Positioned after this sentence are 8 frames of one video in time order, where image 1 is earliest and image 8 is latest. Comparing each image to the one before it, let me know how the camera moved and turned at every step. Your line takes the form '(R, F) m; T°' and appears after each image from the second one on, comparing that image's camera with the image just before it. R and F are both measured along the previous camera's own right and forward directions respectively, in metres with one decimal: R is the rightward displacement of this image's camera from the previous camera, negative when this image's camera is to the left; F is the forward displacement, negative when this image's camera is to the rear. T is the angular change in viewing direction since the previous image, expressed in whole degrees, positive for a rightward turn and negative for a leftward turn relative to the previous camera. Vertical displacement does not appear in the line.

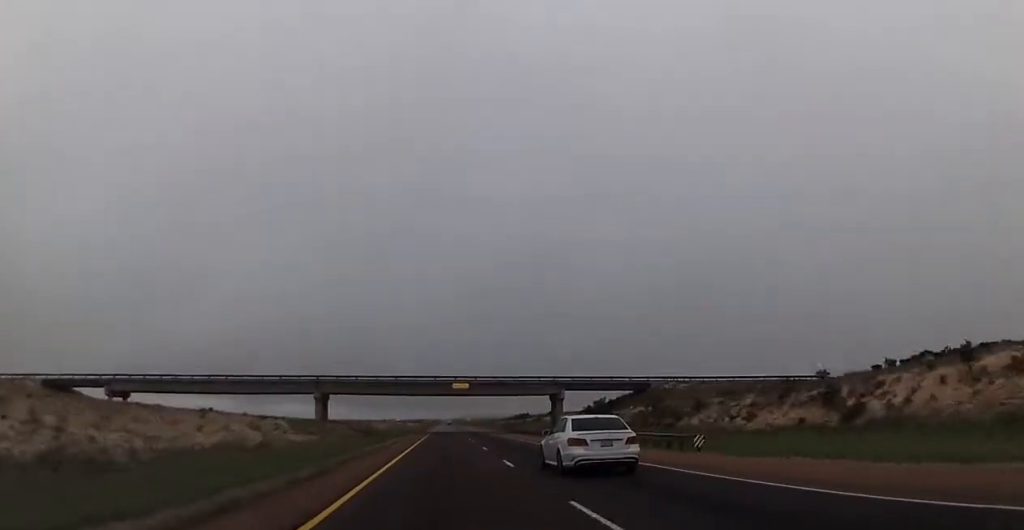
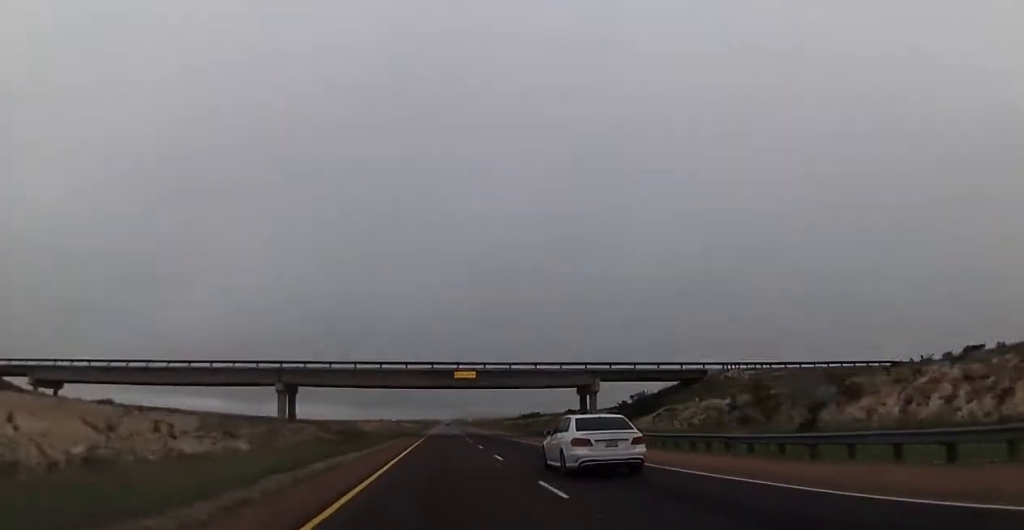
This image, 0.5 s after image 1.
(+0.1, +20.5) m; 0°
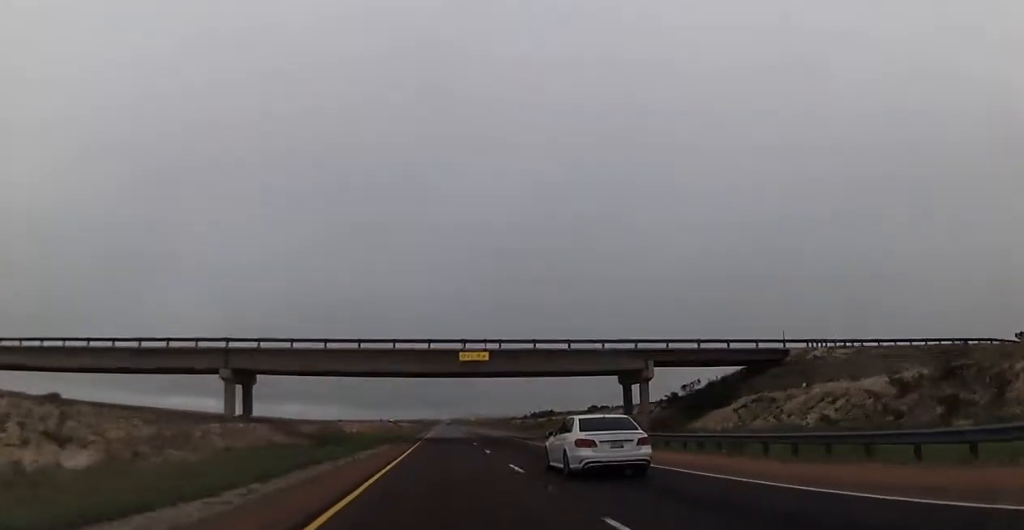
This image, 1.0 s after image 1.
(+0.2, +17.9) m; 0°
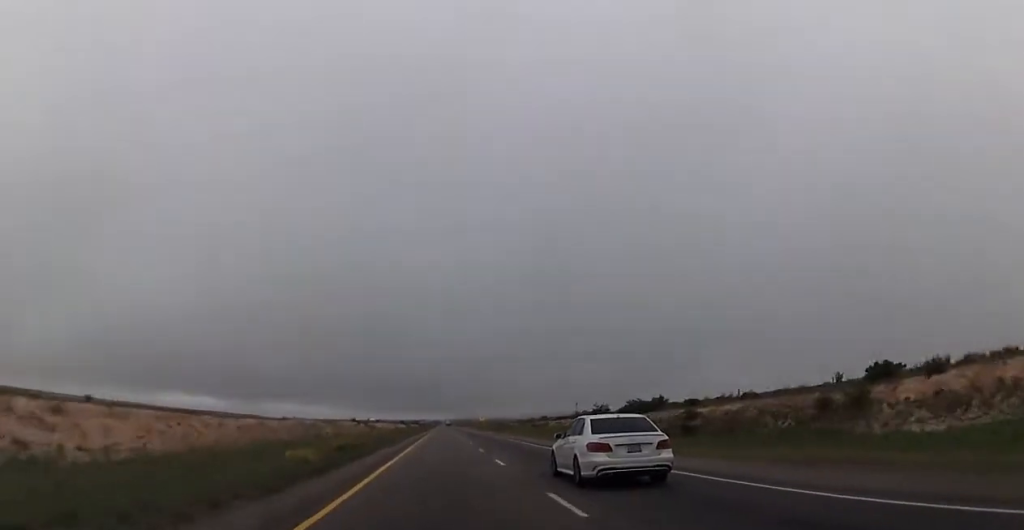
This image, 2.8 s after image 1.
(-0.5, +67.9) m; -1°
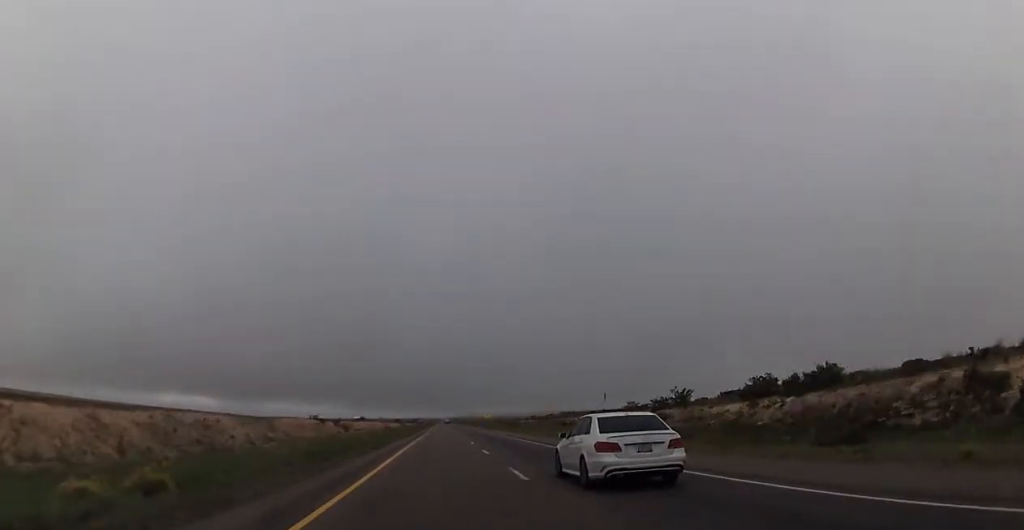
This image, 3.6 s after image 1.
(0.0, +30.8) m; 0°
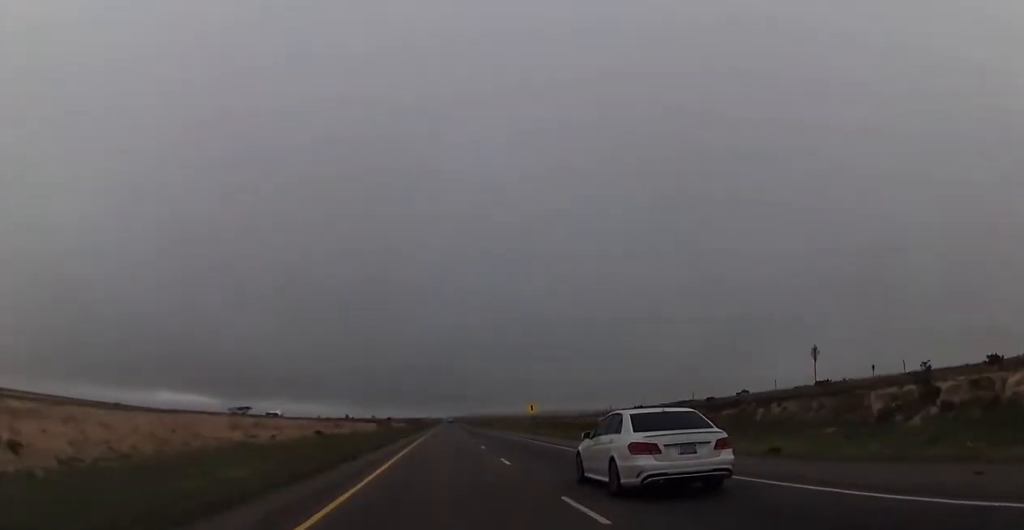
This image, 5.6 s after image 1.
(+0.7, +79.5) m; 0°
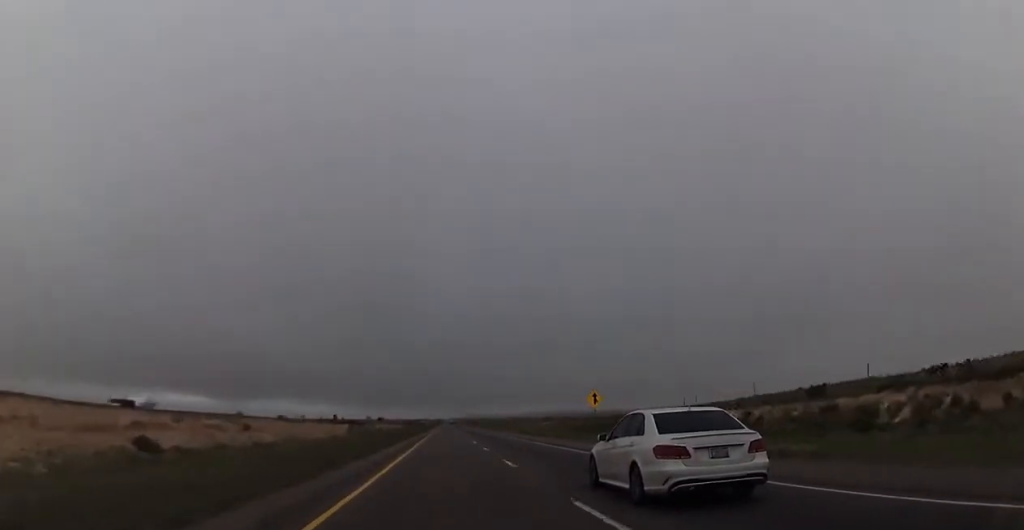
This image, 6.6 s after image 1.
(-0.2, +37.3) m; 0°
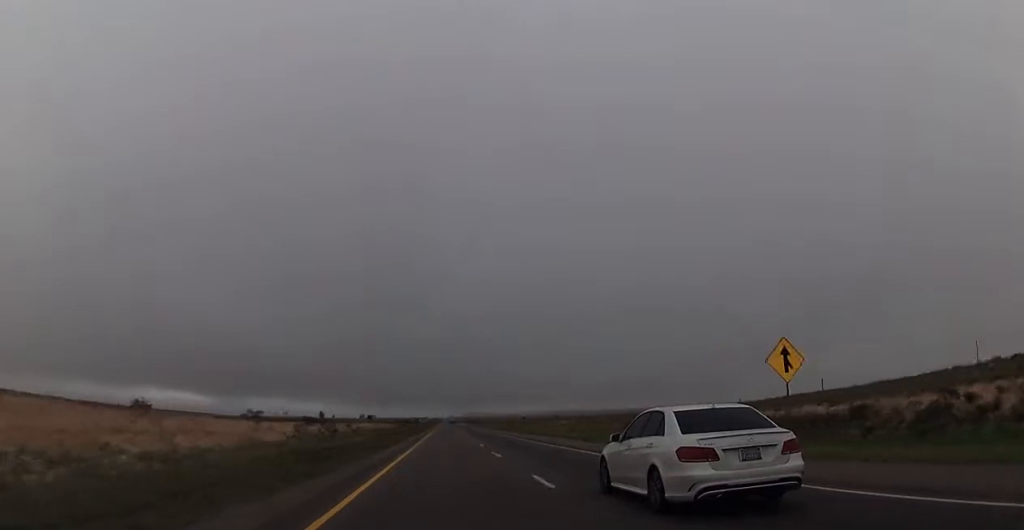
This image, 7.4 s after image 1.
(-0.2, +30.9) m; 0°
